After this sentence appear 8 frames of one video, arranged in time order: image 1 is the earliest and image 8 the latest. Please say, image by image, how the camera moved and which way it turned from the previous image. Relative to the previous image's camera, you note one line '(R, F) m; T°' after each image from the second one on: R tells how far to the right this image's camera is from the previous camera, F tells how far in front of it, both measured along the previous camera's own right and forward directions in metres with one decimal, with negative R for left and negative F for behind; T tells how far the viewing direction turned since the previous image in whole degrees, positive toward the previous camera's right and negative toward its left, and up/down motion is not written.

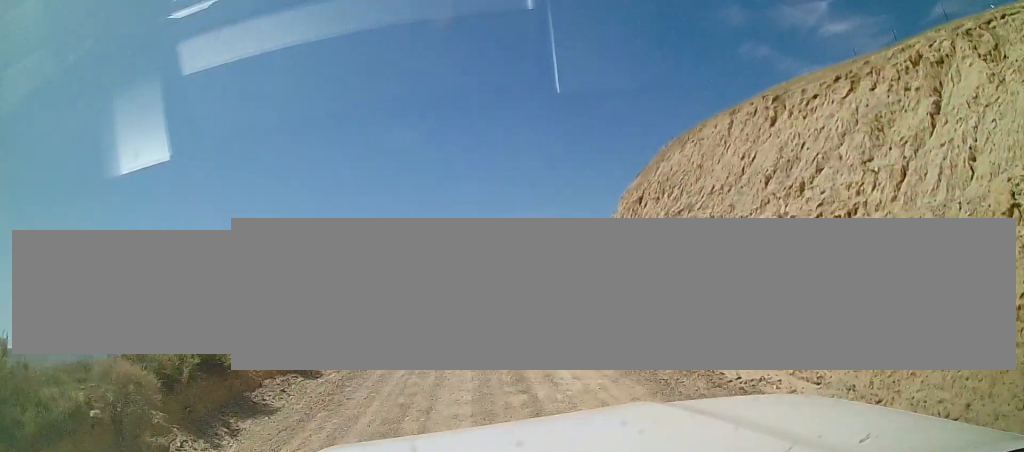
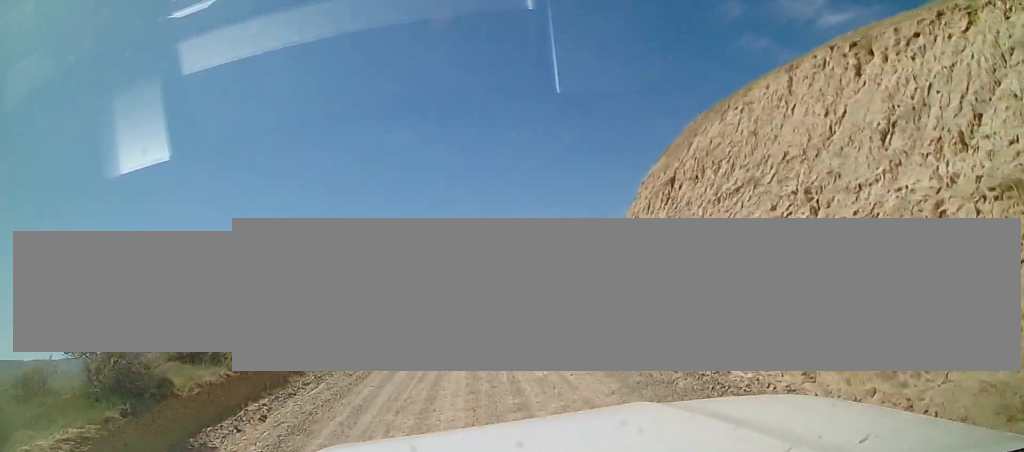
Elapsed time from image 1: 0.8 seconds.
(0.0, +5.0) m; -1°
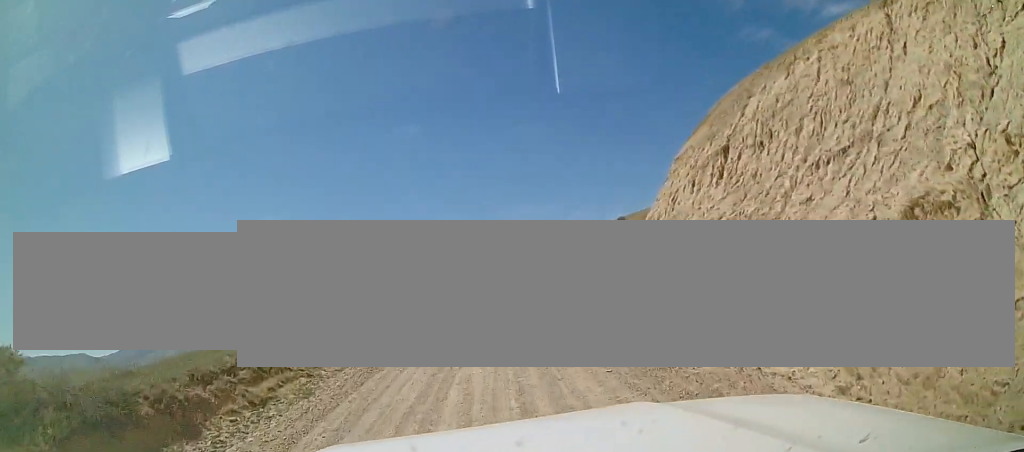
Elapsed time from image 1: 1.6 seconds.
(0.0, +5.1) m; -1°
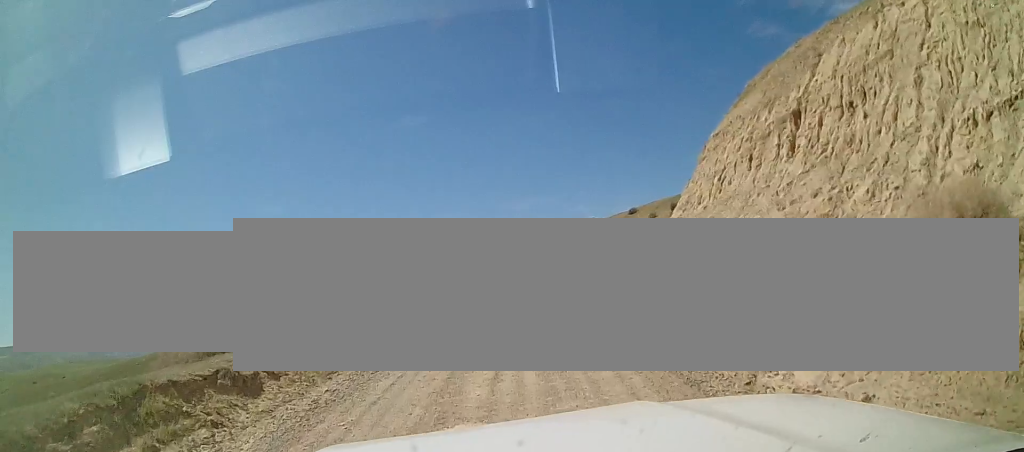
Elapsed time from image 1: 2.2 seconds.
(0.0, +4.6) m; -3°
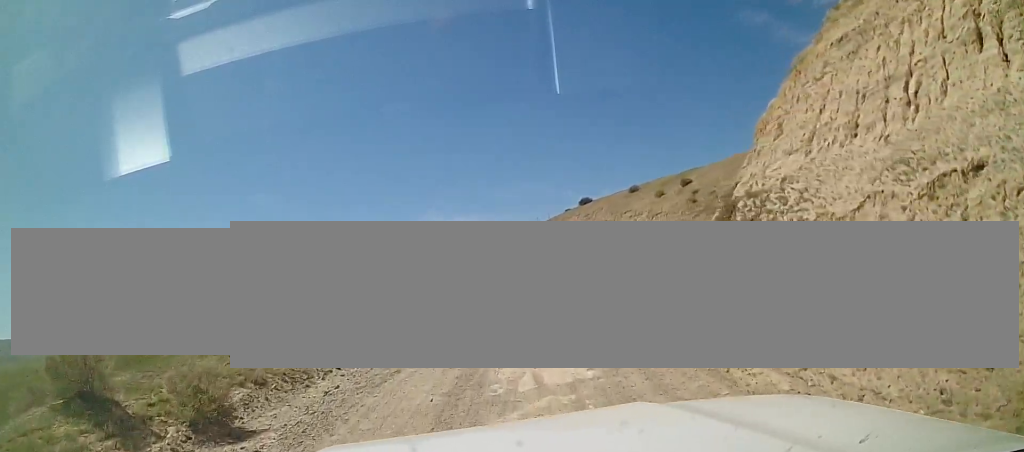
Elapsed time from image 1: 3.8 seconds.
(-0.4, +10.9) m; +1°
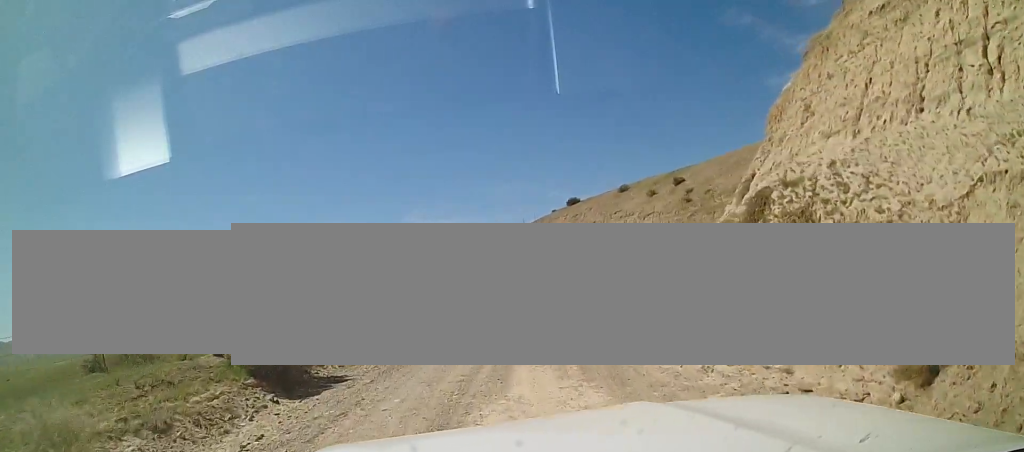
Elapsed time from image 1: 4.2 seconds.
(+0.2, +2.9) m; +2°
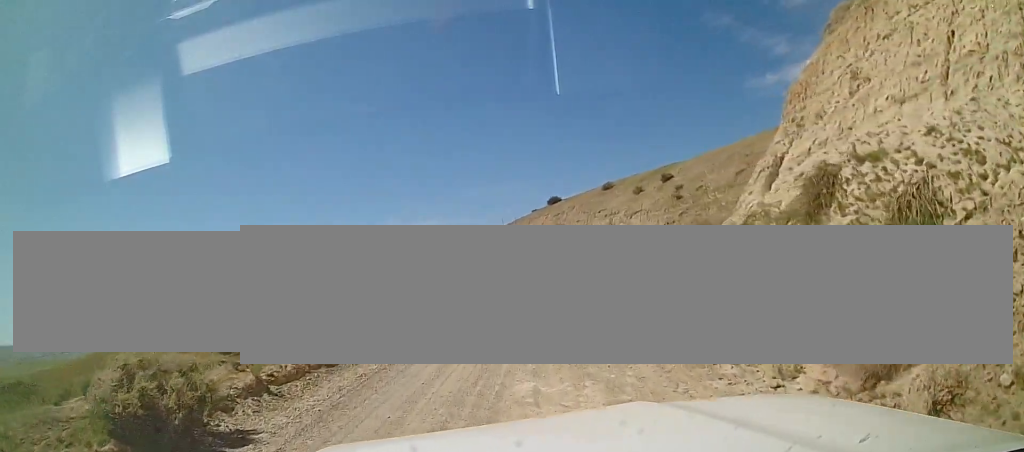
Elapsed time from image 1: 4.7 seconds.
(+0.1, +3.7) m; +2°
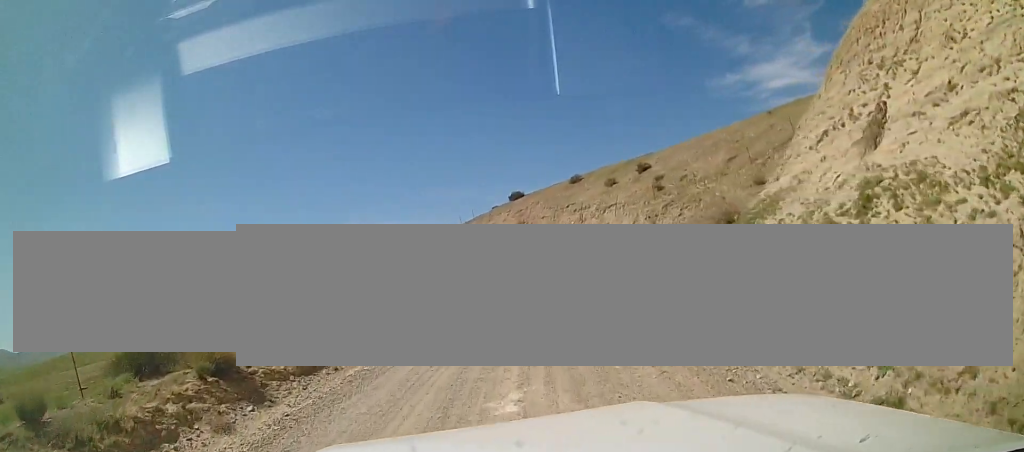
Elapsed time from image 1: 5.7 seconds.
(+0.1, +6.6) m; +4°
